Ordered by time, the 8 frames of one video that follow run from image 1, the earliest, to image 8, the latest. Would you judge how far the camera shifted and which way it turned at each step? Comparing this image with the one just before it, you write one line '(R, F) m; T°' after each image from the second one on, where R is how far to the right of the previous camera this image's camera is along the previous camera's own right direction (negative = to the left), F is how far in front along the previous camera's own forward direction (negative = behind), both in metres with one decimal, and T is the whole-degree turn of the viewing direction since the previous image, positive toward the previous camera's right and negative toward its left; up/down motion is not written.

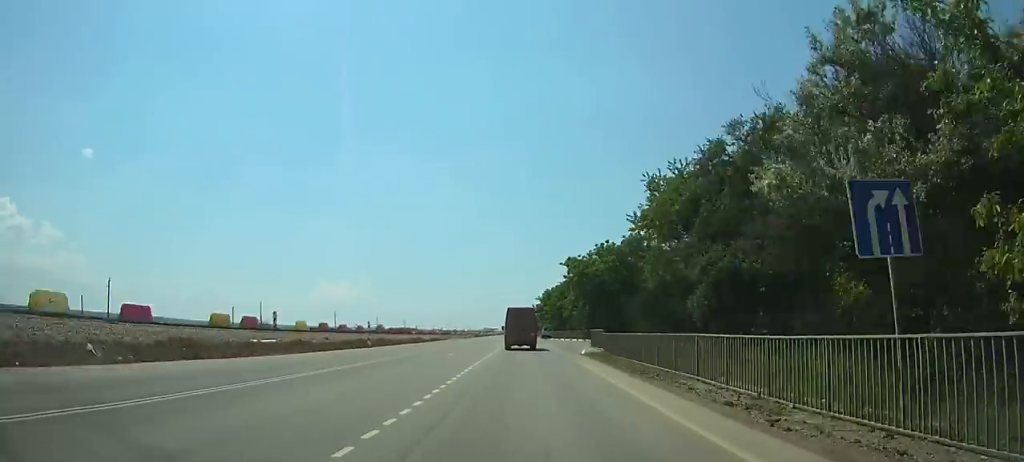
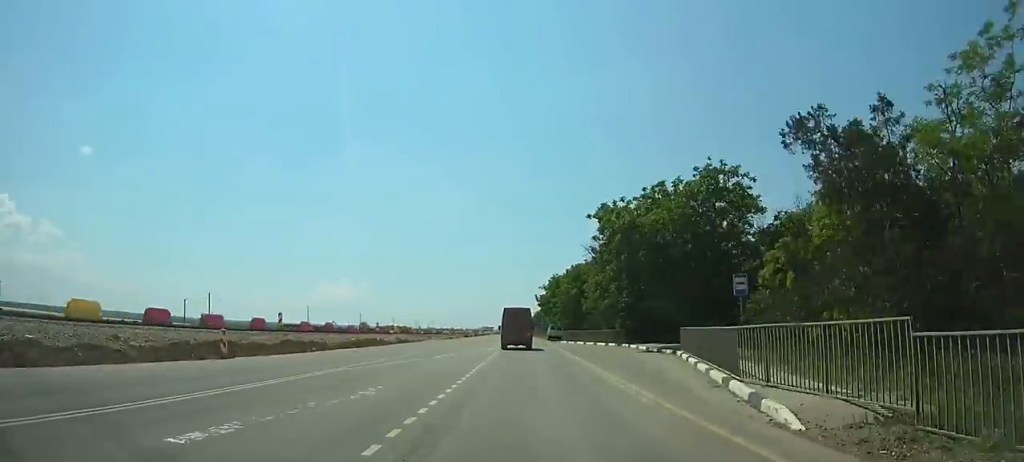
(-0.1, +24.1) m; 0°
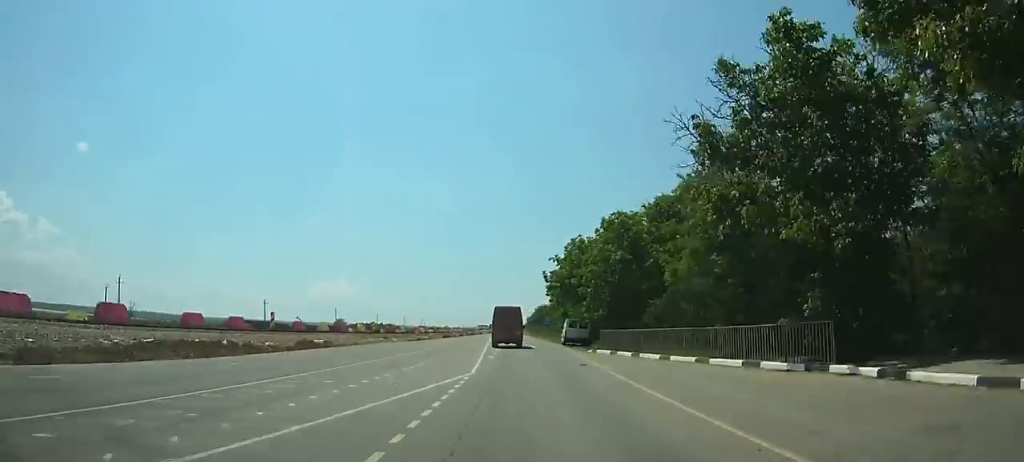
(-0.1, +29.8) m; 0°
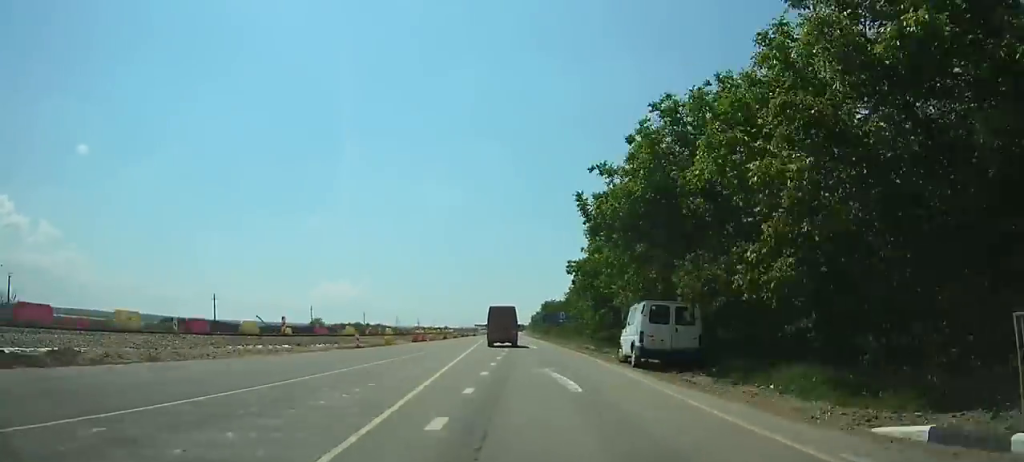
(0.0, +25.8) m; 0°
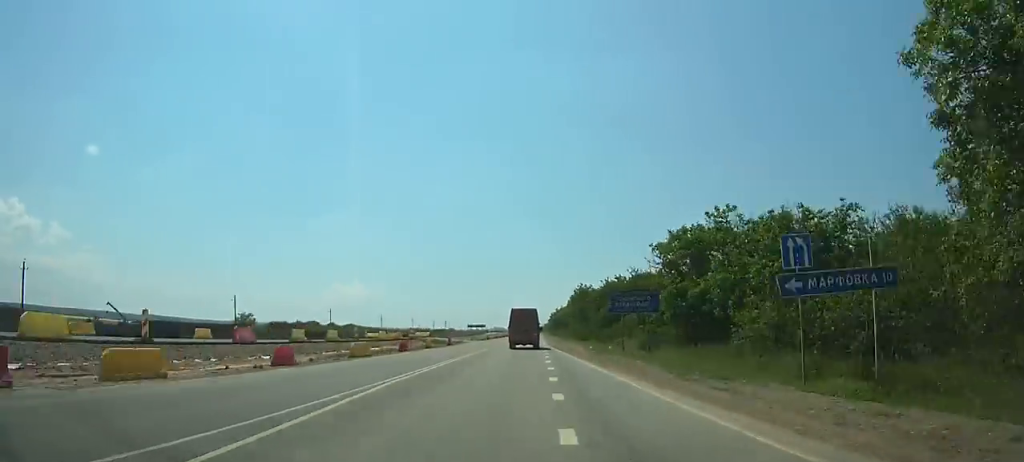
(0.0, +55.2) m; 0°
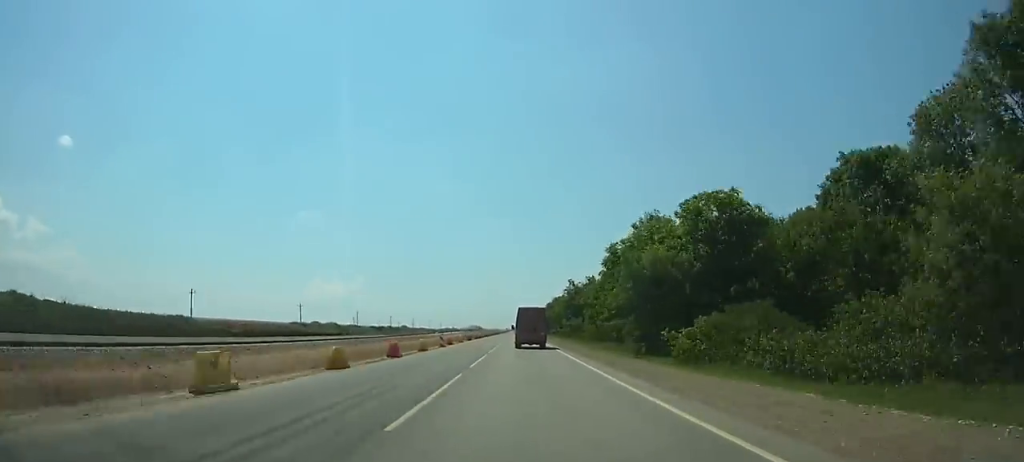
(+0.8, +121.7) m; +1°
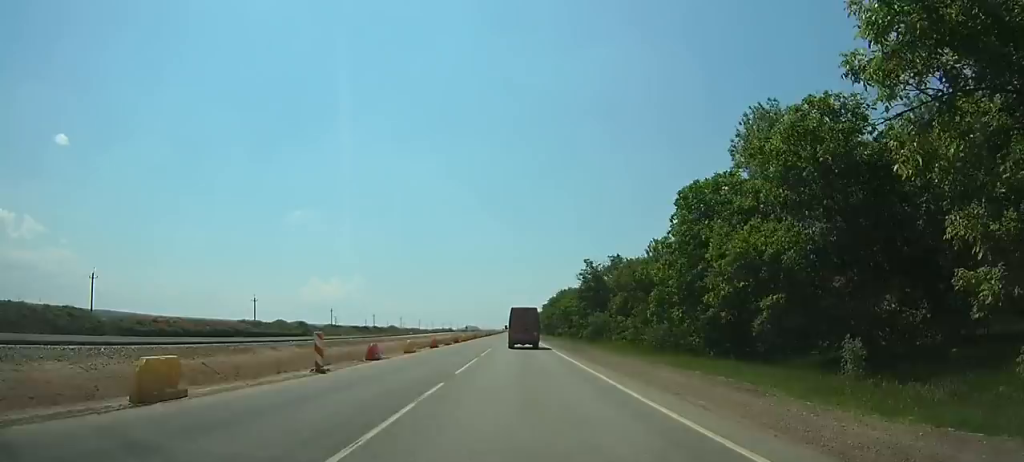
(+0.2, +27.4) m; 0°
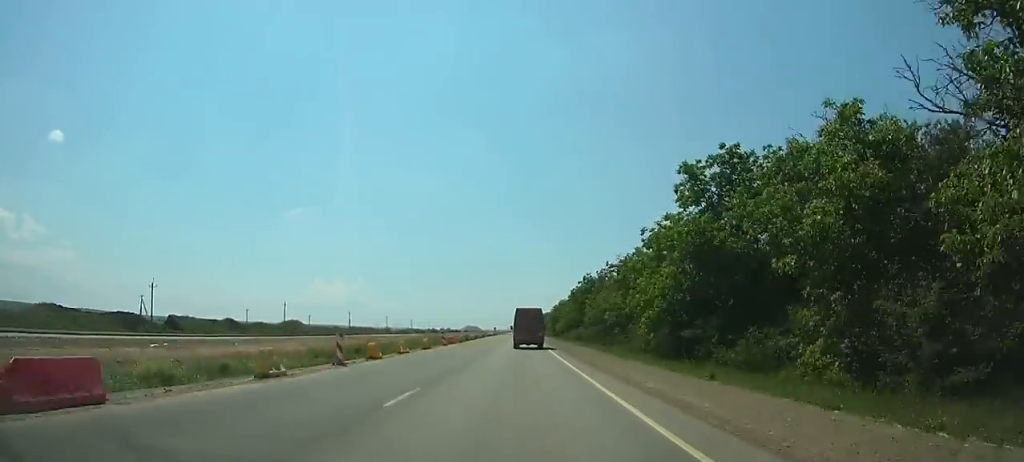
(+0.9, +151.7) m; 0°
